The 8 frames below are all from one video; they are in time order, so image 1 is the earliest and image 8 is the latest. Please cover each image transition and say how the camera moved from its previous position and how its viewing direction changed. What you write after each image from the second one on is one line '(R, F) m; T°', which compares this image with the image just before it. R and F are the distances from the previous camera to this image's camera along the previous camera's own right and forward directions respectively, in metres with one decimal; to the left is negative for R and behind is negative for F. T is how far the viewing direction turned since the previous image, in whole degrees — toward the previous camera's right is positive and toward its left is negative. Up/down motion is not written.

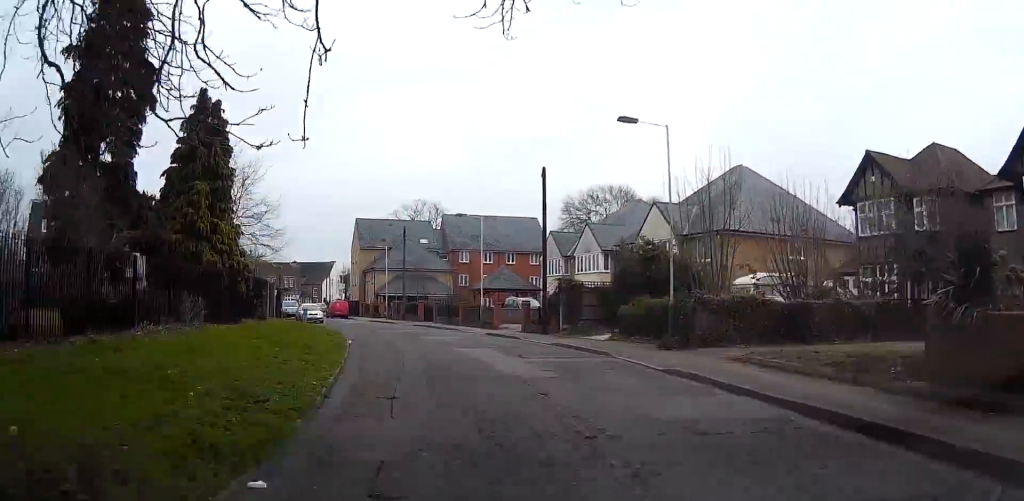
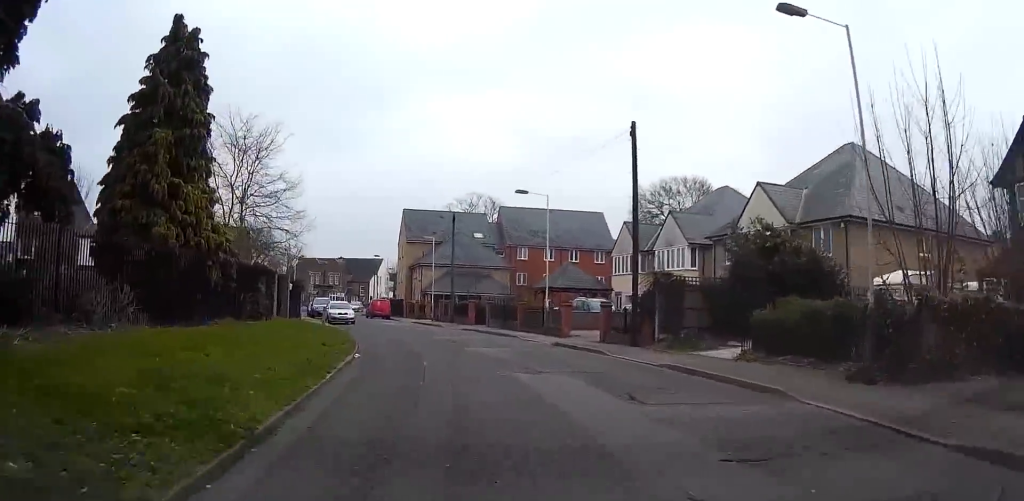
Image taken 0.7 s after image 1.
(-0.3, +8.0) m; -2°
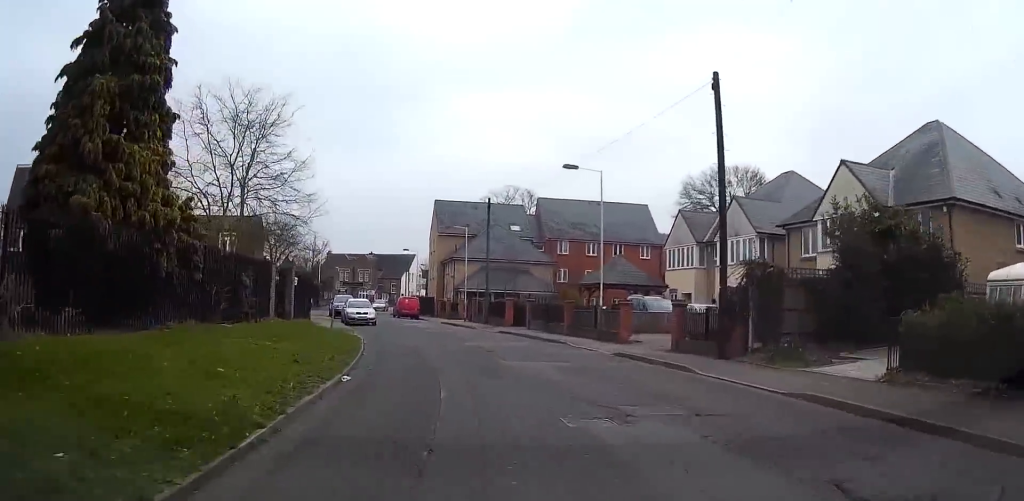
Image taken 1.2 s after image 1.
(-0.1, +5.4) m; -2°
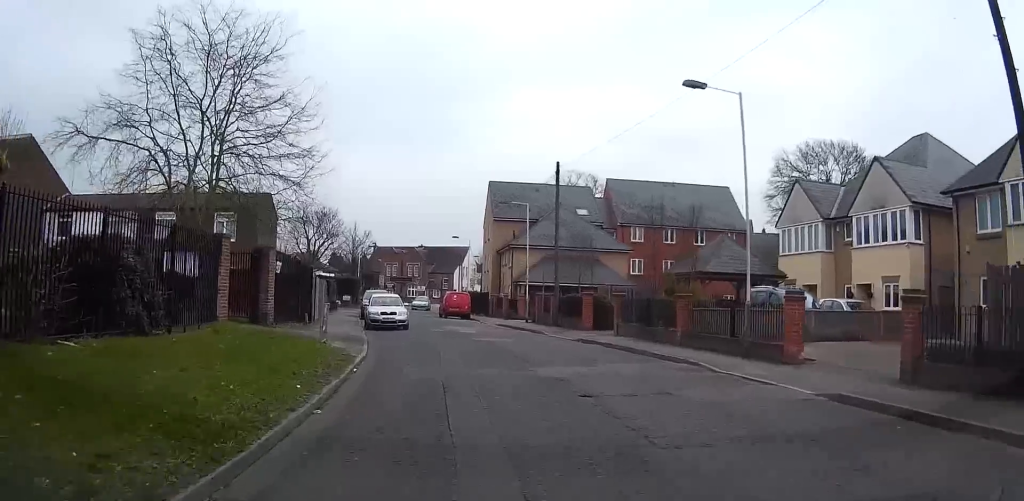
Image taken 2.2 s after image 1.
(-0.2, +10.4) m; -3°
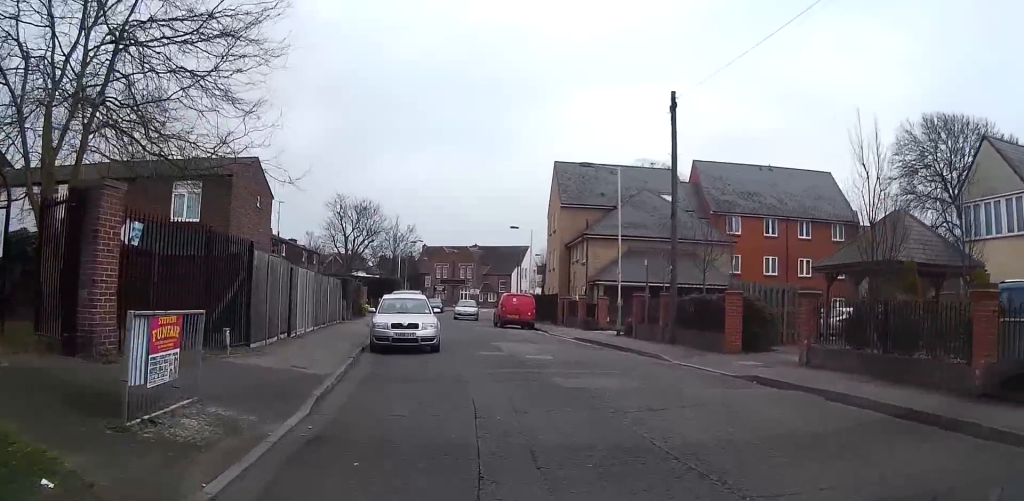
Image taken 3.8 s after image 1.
(-0.5, +12.6) m; -3°
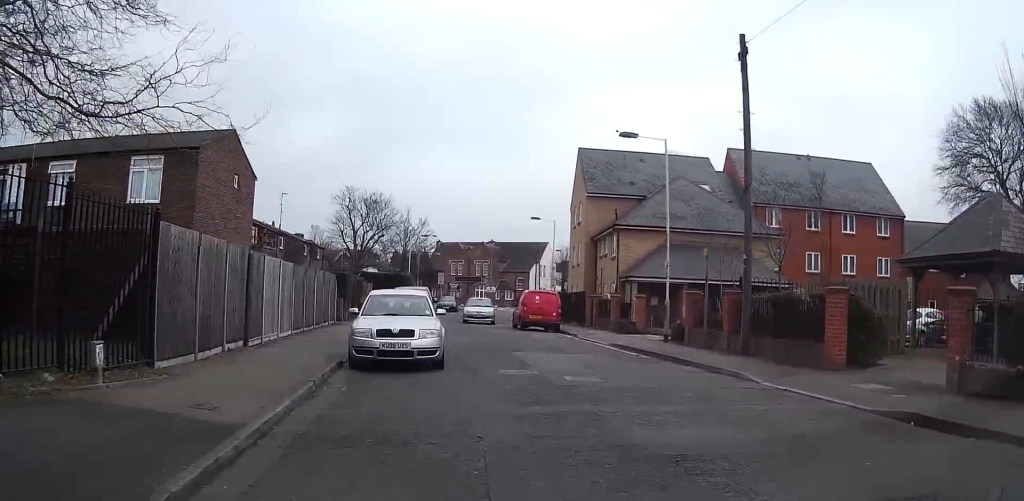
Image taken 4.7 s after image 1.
(0.0, +5.4) m; -1°
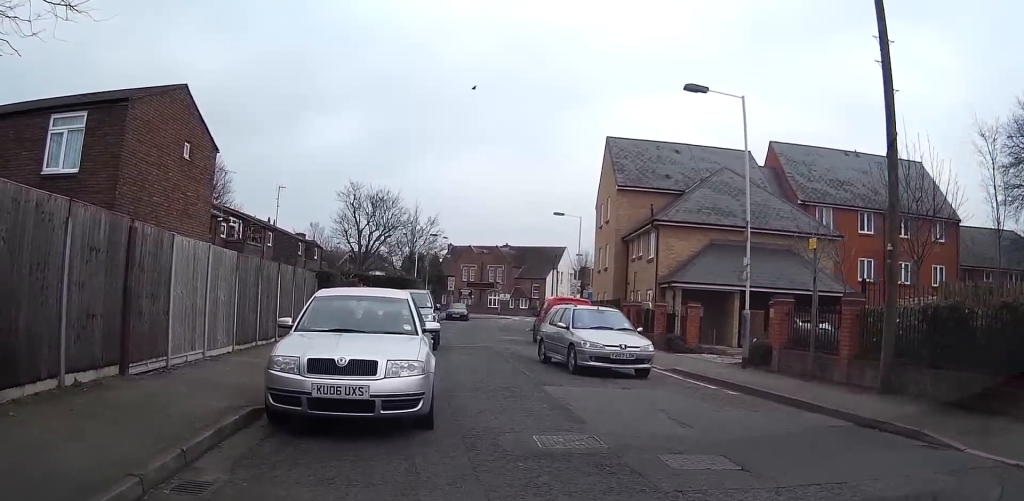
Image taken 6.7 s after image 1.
(-0.1, +7.5) m; -1°
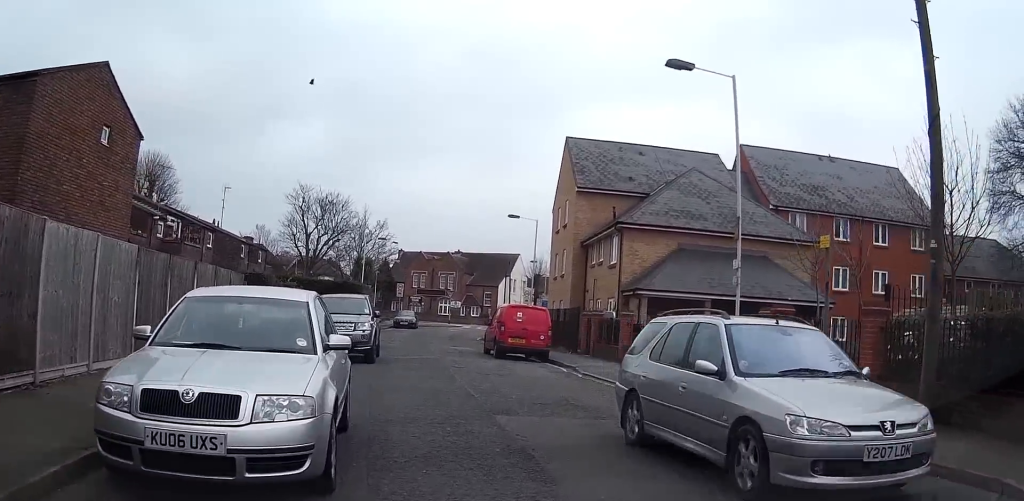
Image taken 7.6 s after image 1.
(0.0, +2.6) m; 0°
